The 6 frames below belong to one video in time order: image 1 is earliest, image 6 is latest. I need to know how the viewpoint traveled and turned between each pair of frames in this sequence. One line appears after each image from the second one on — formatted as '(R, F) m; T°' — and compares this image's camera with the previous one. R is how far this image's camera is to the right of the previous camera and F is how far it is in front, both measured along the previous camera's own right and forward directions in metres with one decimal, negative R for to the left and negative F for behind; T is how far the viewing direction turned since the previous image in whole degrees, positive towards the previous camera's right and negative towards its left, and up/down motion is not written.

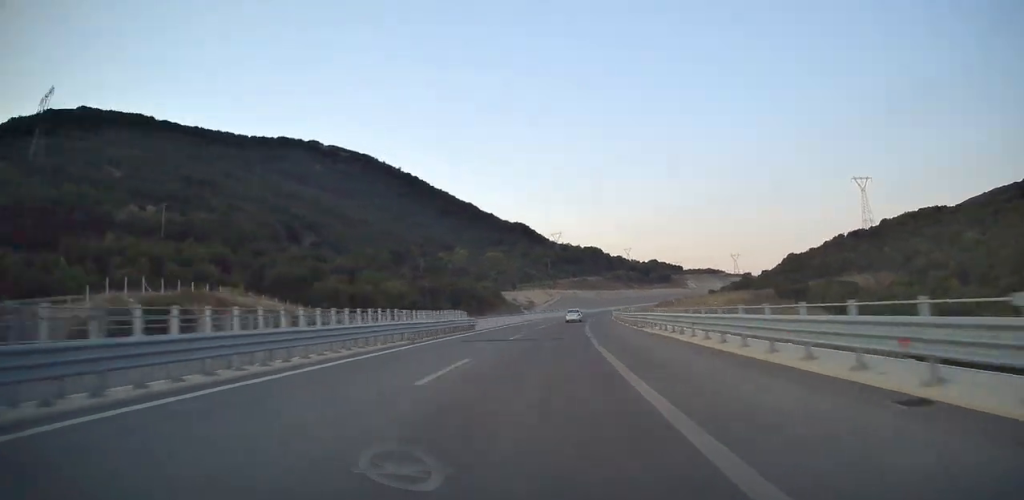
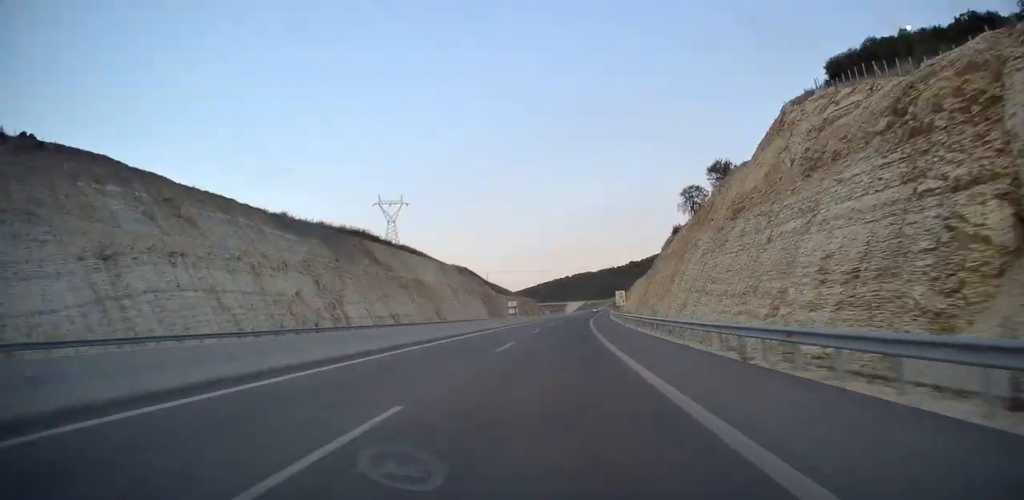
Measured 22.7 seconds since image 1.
(+139.5, +500.8) m; +29°
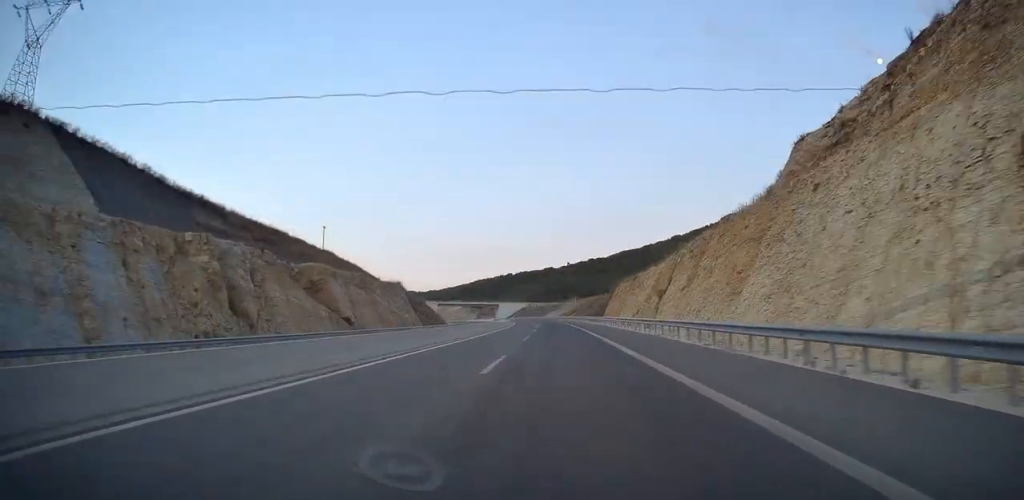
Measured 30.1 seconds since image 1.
(+9.1, +170.6) m; +1°
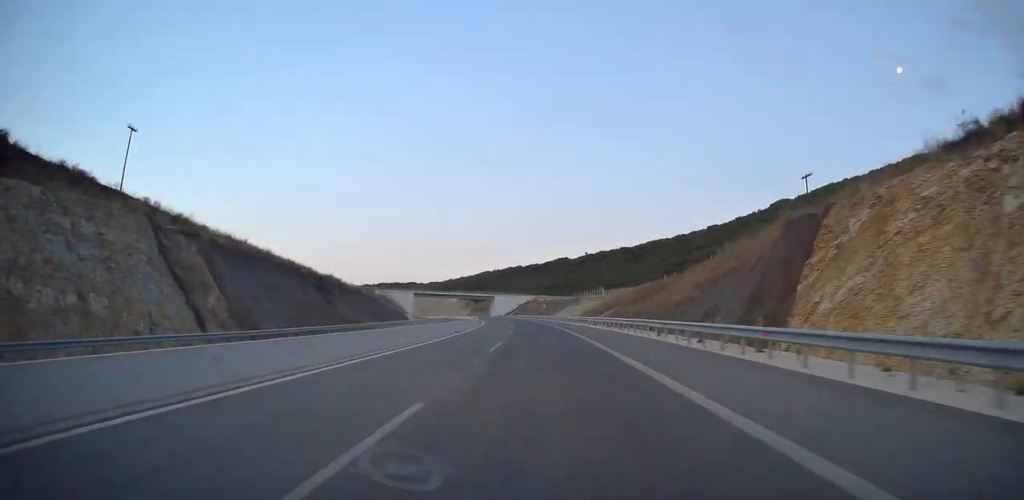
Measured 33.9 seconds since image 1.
(+1.4, +85.2) m; -2°
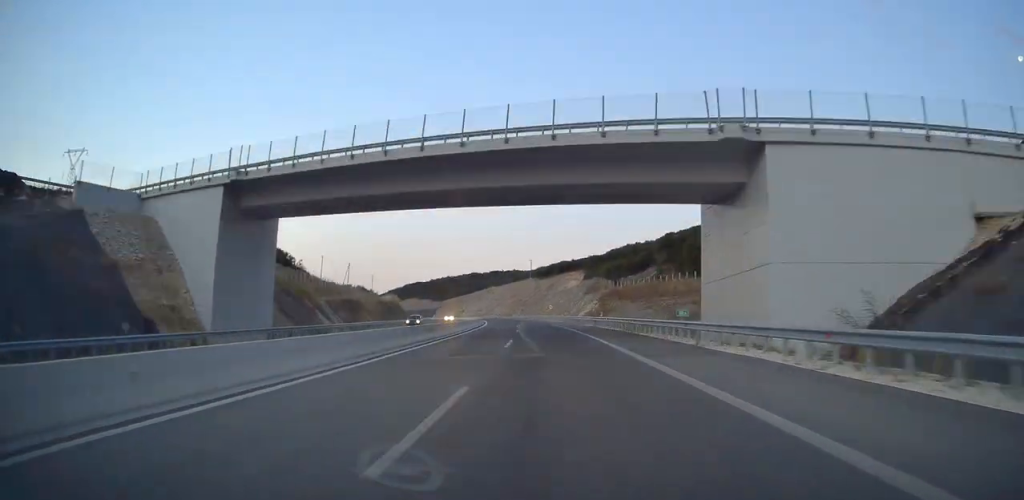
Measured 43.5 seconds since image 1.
(-23.9, +218.6) m; -13°
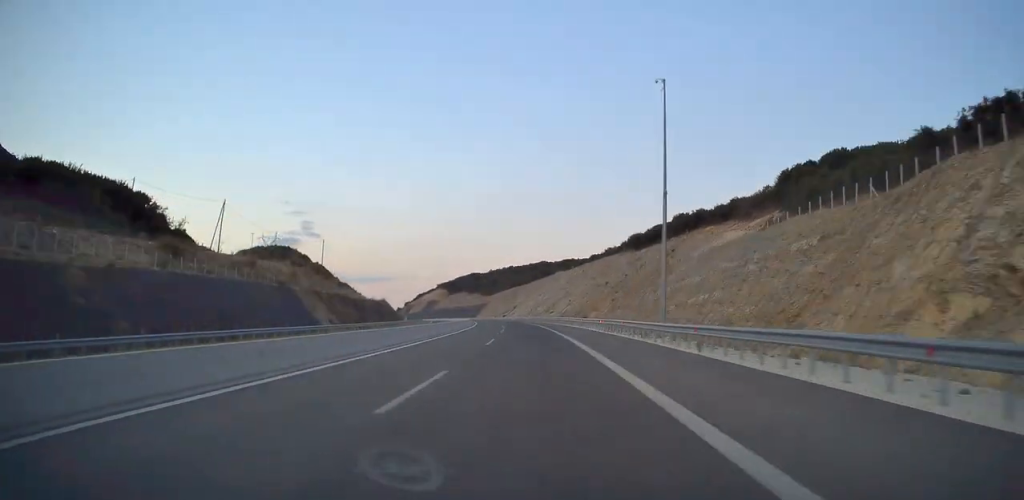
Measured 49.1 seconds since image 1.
(-5.8, +130.5) m; -8°
